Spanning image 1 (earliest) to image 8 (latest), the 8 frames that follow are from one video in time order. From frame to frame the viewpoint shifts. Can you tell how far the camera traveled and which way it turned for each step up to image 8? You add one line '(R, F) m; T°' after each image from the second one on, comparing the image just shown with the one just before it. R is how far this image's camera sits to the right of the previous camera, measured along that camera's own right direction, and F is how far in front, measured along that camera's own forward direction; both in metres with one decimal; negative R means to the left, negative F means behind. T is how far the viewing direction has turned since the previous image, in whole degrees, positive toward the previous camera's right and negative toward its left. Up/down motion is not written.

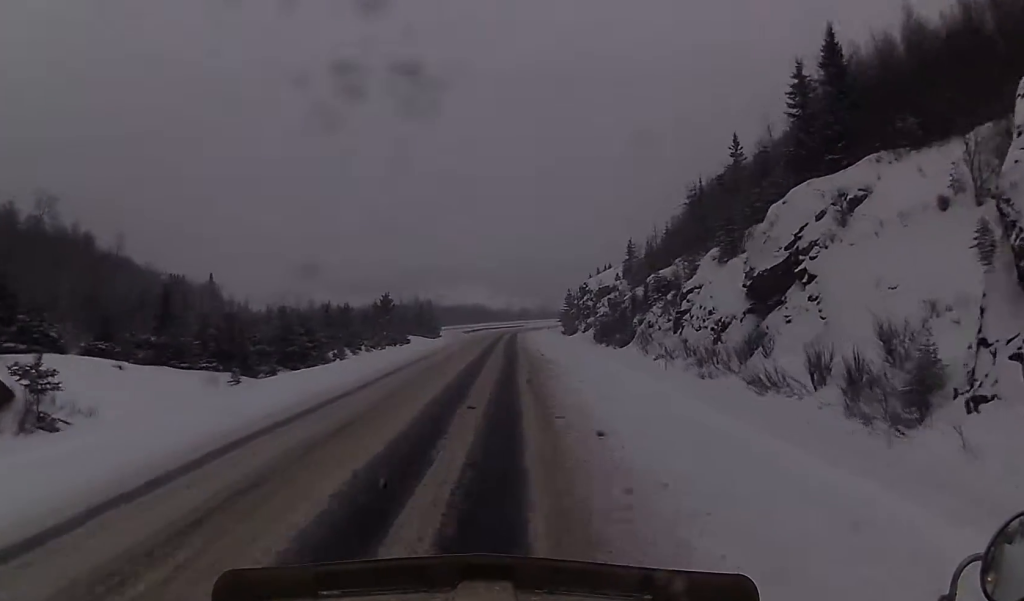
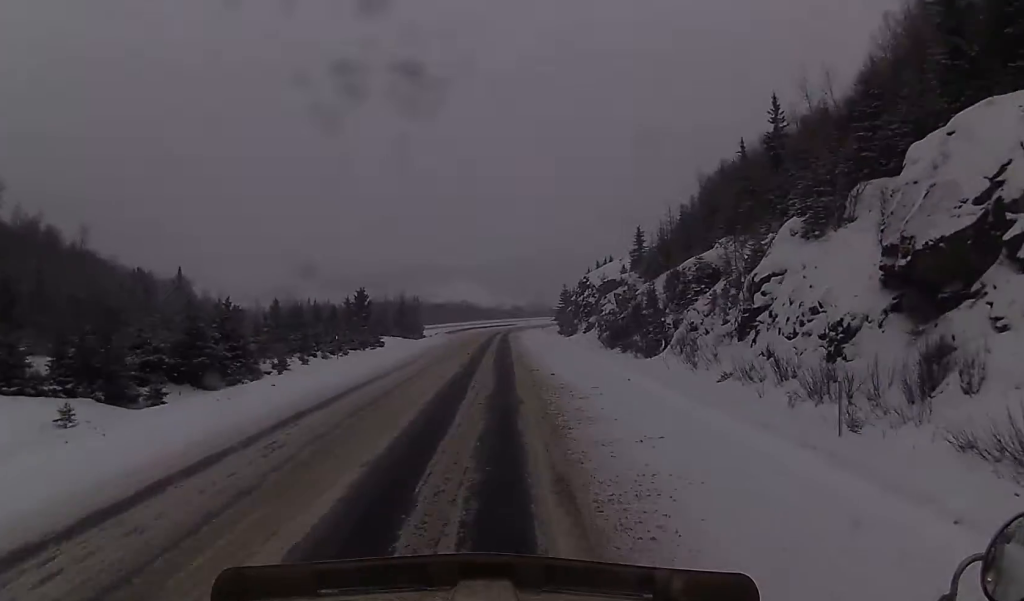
(-0.2, +16.6) m; -1°
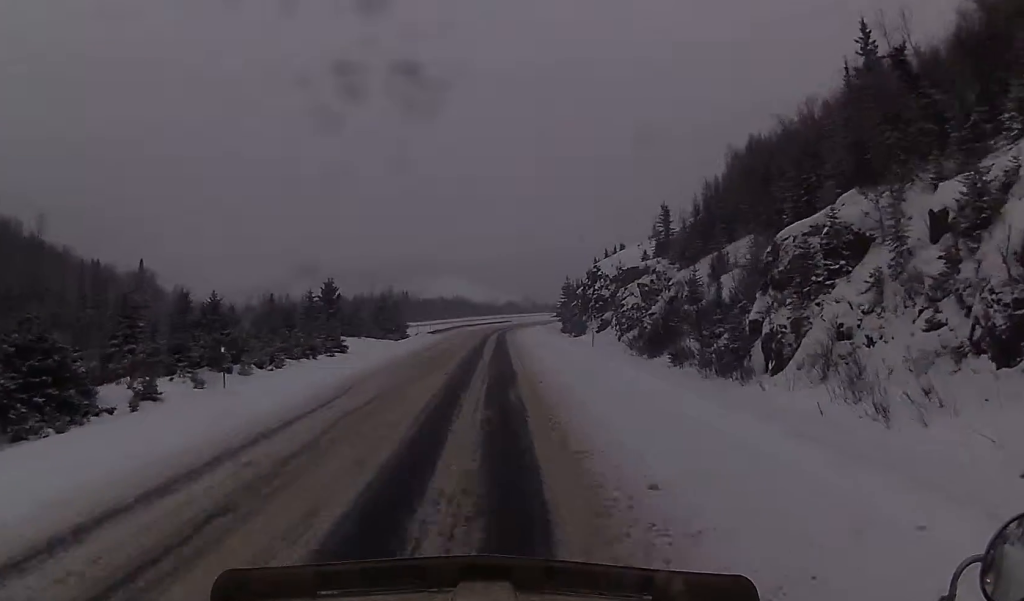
(-0.2, +21.0) m; -1°
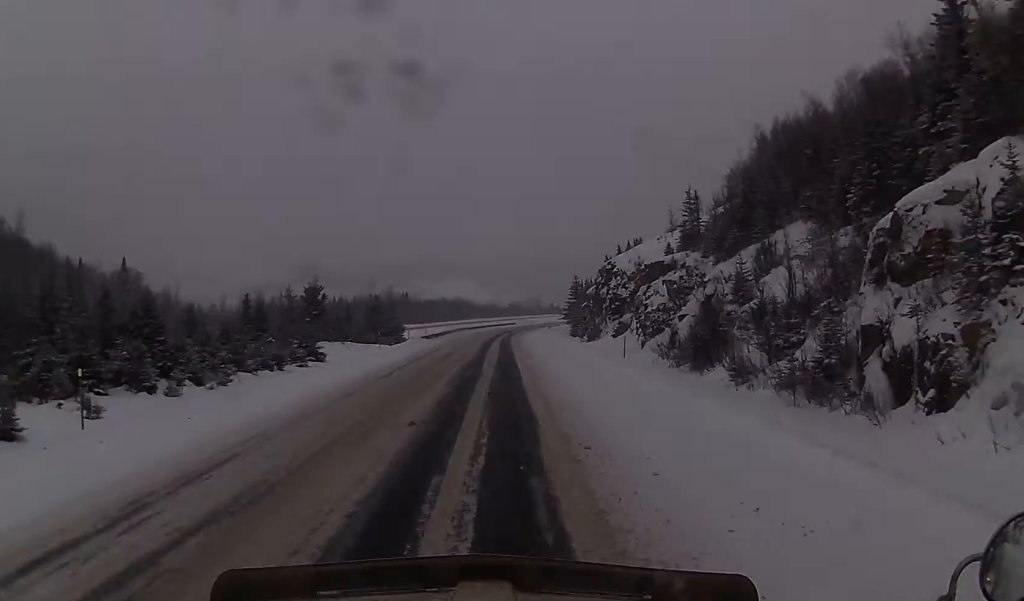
(0.0, +11.4) m; 0°
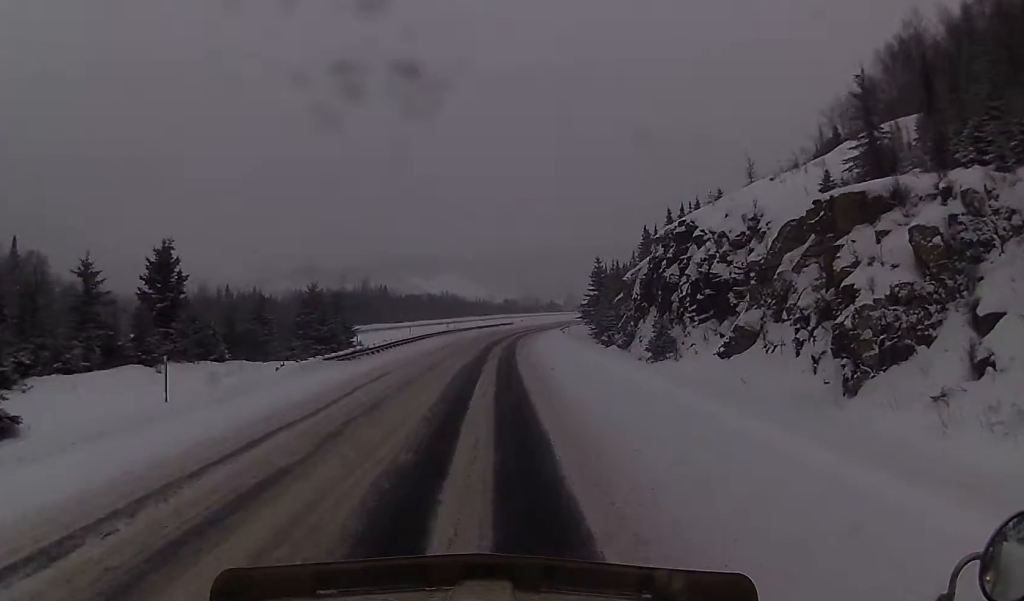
(+0.4, +43.3) m; +1°
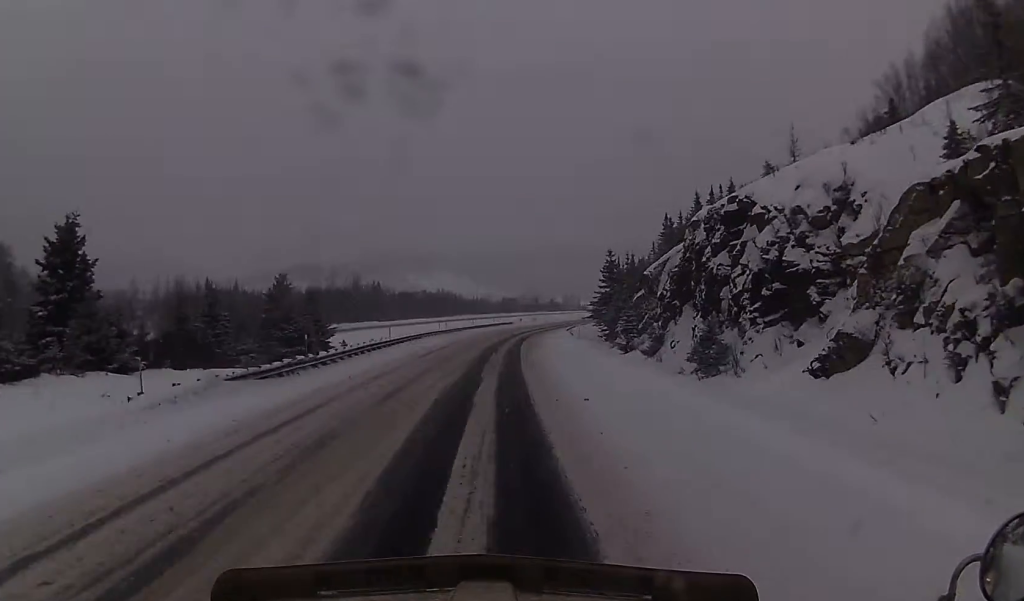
(+0.2, +13.4) m; 0°
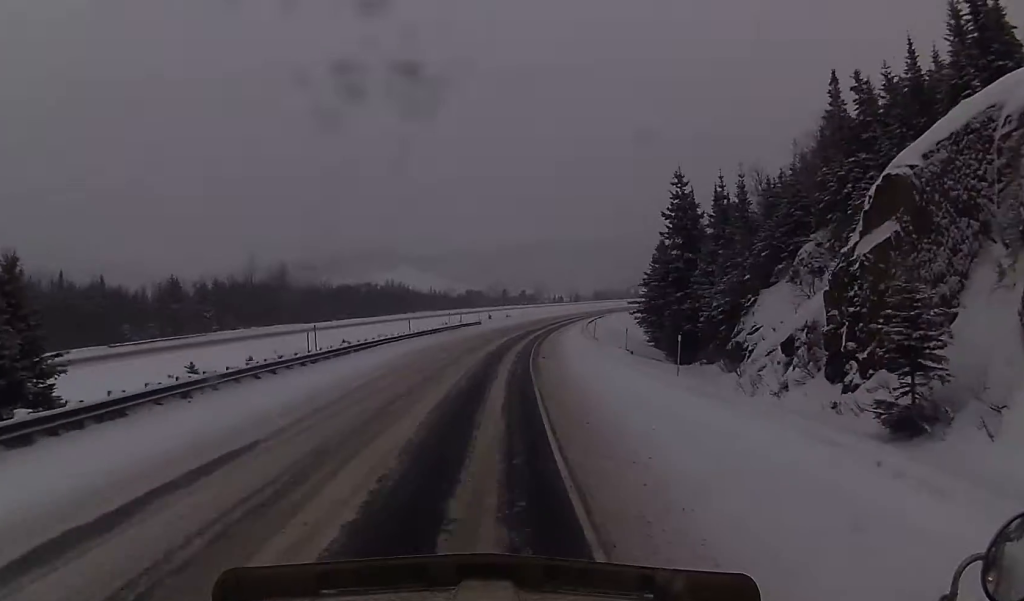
(+0.1, +54.0) m; +1°
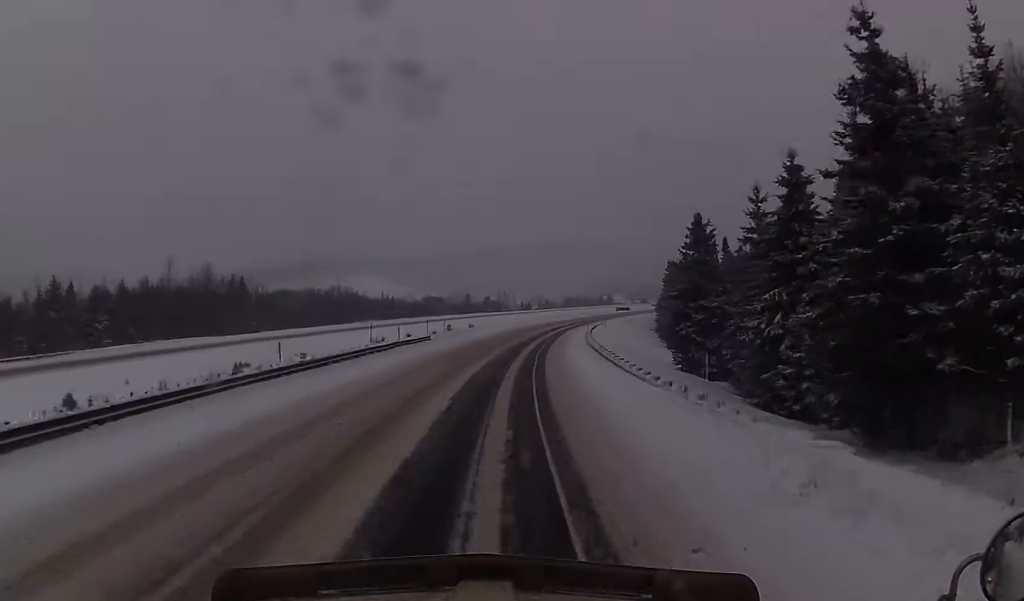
(+0.6, +31.2) m; +3°
